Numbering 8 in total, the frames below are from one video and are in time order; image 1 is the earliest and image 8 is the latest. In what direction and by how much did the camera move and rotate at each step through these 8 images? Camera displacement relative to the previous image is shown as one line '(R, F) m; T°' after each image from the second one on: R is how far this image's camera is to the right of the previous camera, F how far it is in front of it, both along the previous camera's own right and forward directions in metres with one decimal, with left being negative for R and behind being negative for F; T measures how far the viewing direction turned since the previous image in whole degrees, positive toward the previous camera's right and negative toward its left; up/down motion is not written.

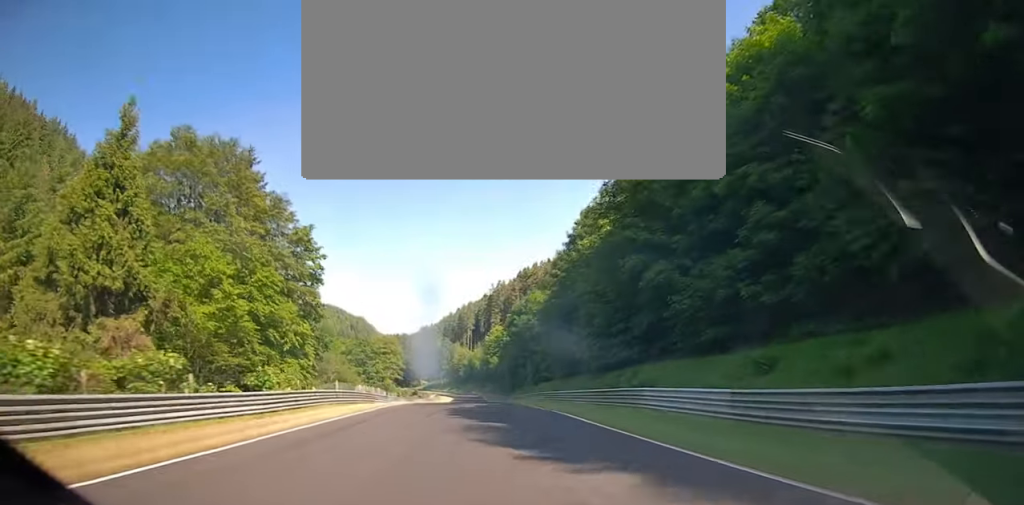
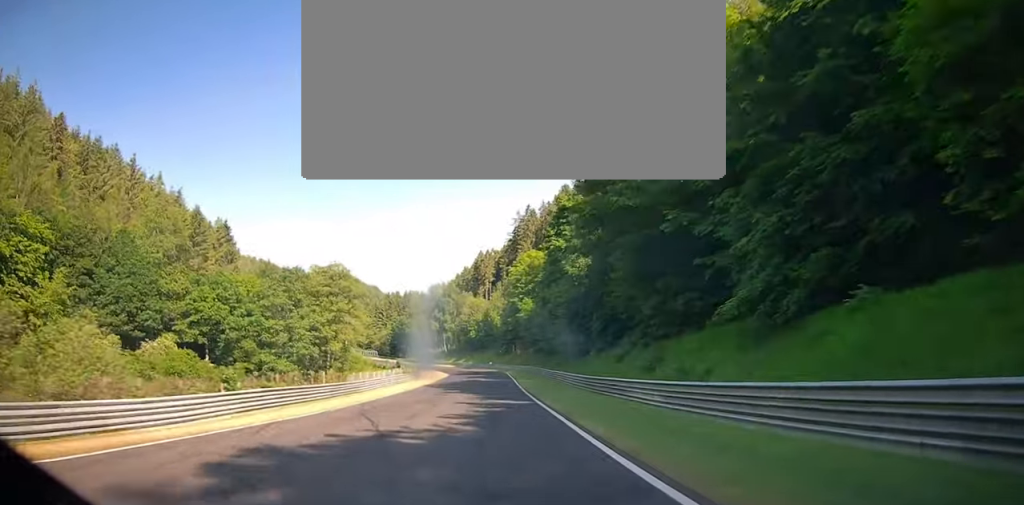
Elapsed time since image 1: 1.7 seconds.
(-1.8, +77.7) m; -2°
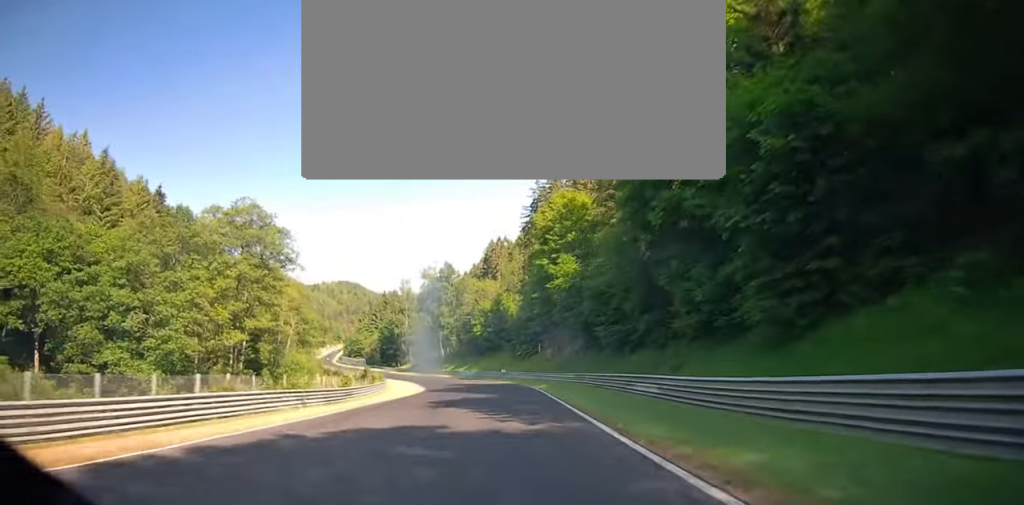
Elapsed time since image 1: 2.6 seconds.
(-0.3, +40.2) m; -3°
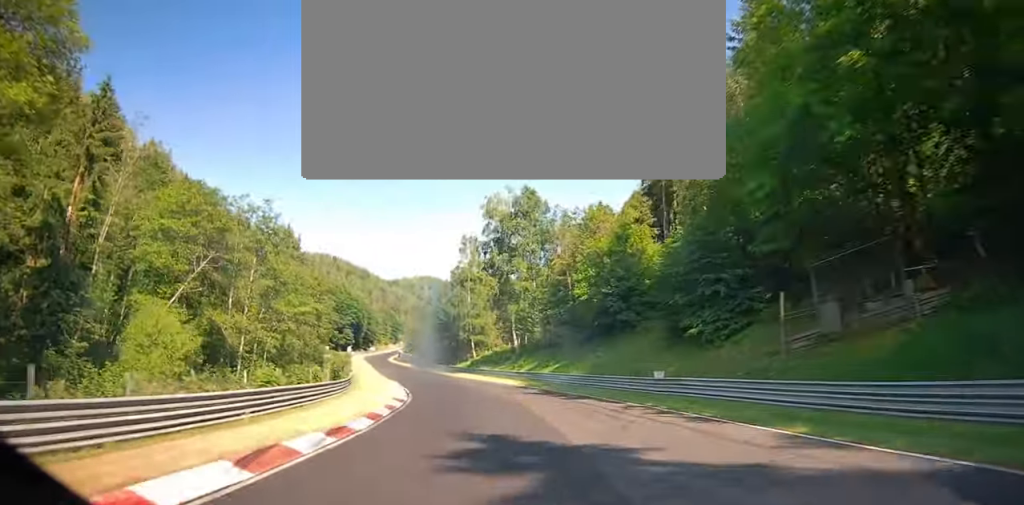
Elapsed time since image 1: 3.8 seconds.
(-2.5, +46.3) m; -8°
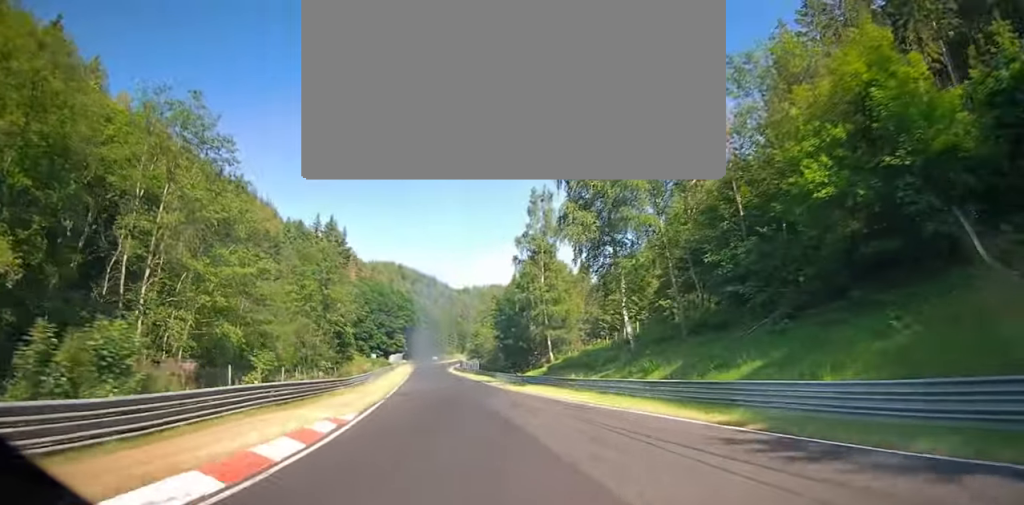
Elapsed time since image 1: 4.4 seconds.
(-1.5, +28.5) m; -5°
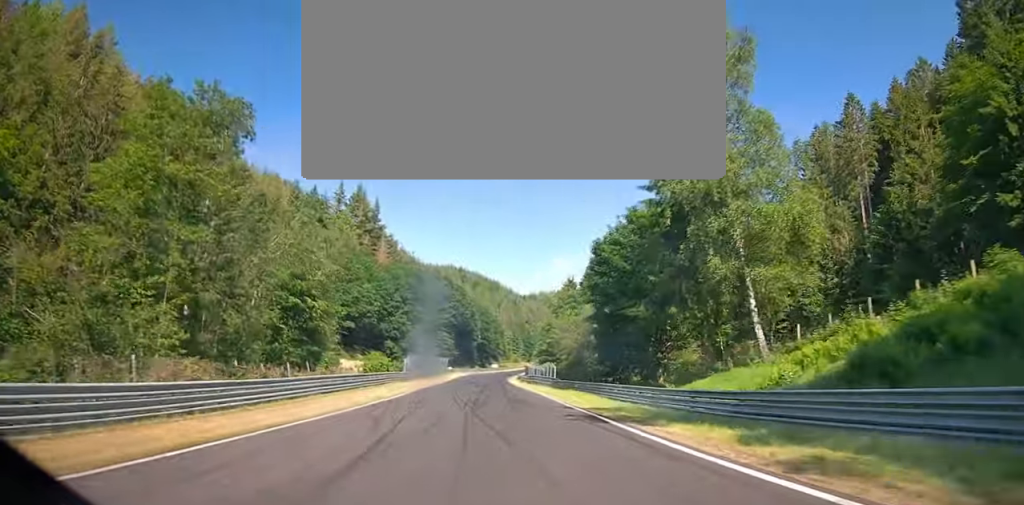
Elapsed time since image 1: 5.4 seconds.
(-2.5, +40.1) m; -6°
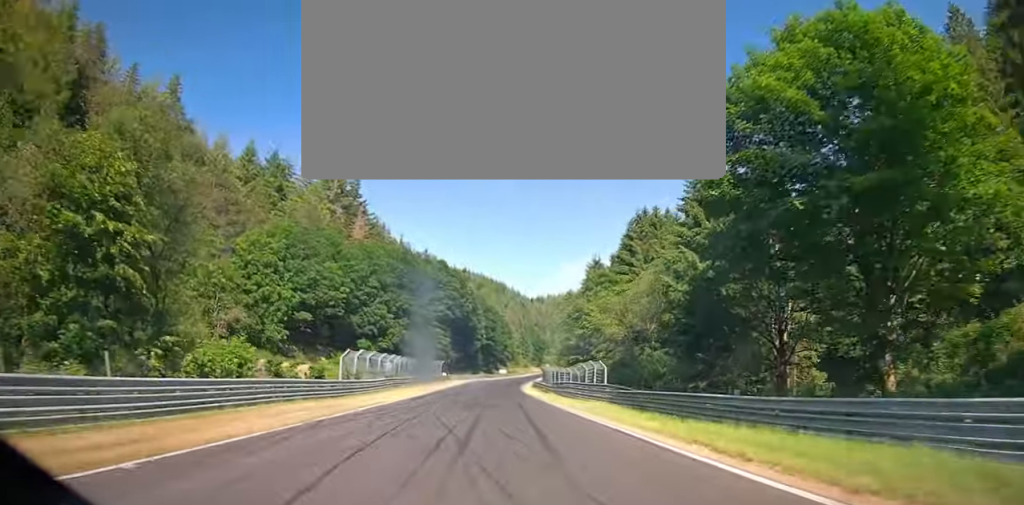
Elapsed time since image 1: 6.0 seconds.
(-0.6, +26.4) m; -3°
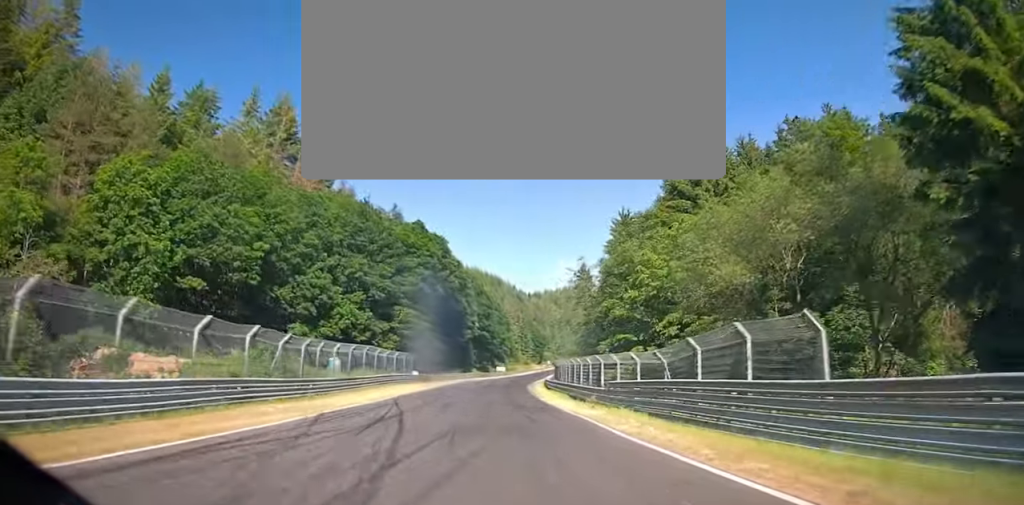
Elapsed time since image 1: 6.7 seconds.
(-1.0, +27.6) m; 0°
